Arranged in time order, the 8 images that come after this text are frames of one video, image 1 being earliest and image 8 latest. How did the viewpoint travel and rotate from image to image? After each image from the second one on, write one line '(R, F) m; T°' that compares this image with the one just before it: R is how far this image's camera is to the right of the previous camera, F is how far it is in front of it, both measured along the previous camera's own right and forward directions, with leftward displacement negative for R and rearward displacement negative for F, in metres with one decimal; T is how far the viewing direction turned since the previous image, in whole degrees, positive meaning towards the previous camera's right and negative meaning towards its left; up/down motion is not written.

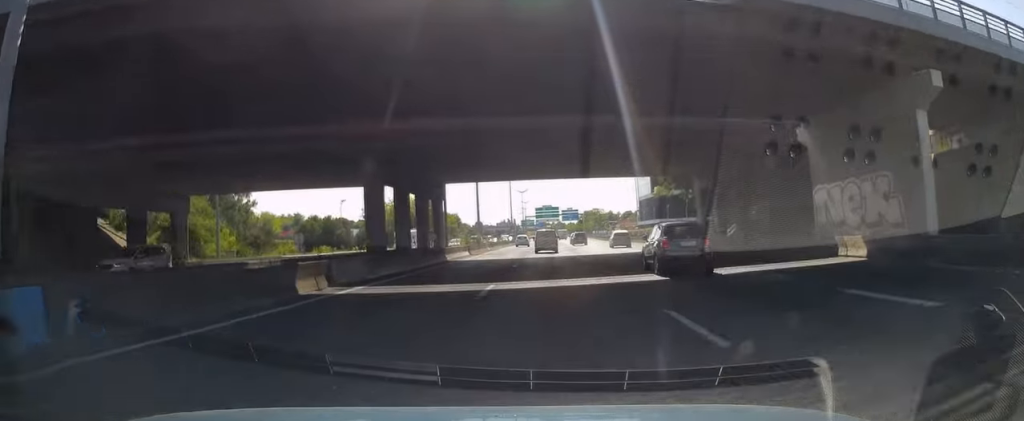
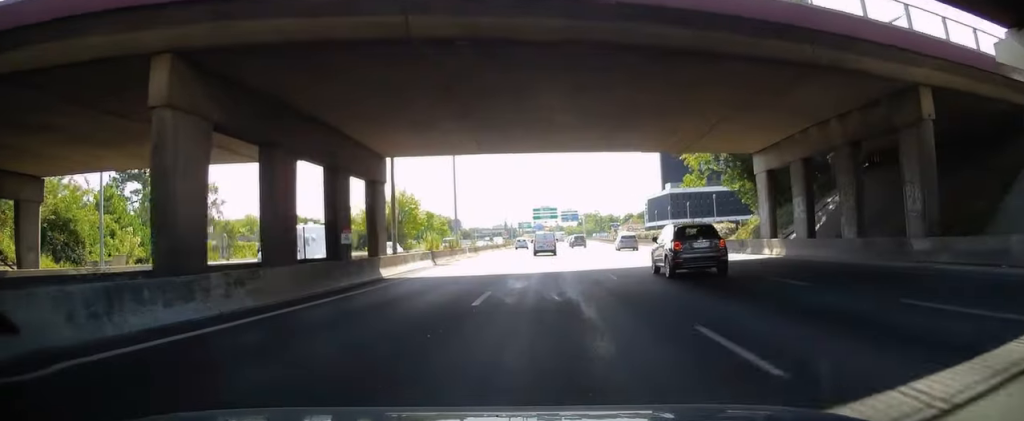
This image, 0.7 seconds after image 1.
(-0.1, +14.5) m; 0°
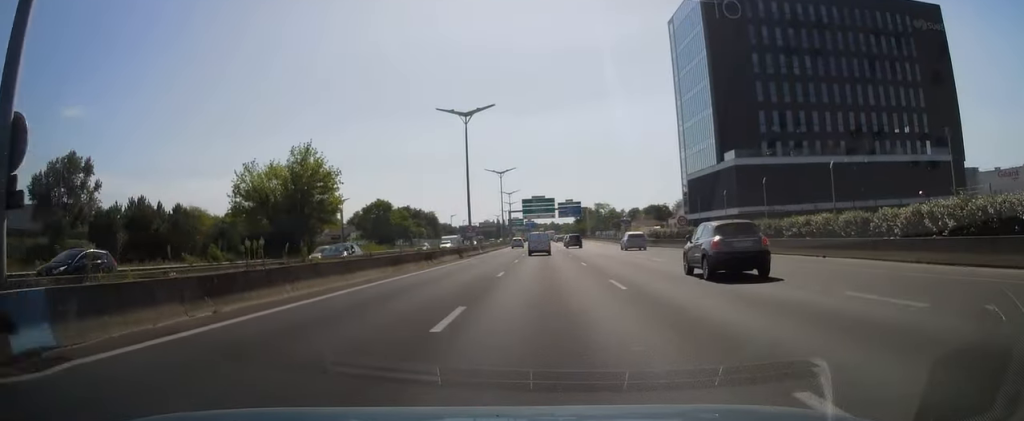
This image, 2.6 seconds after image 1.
(0.0, +42.1) m; 0°
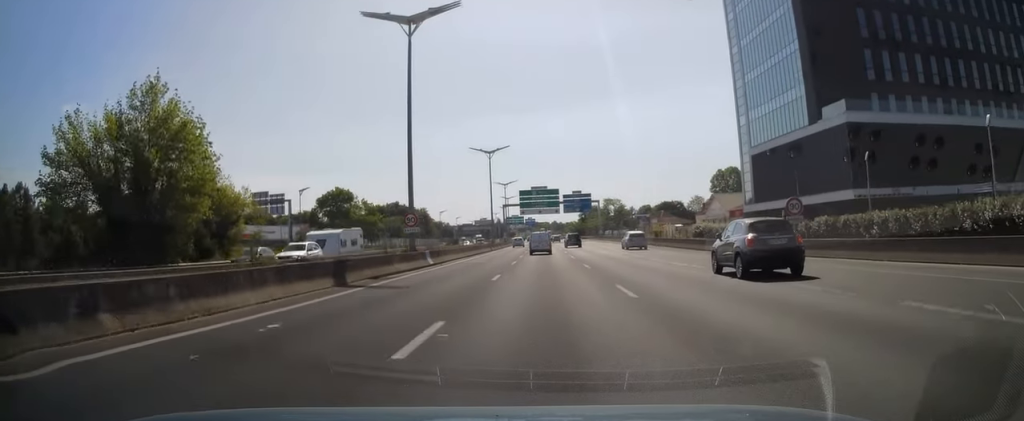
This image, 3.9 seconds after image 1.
(+0.4, +27.7) m; +1°
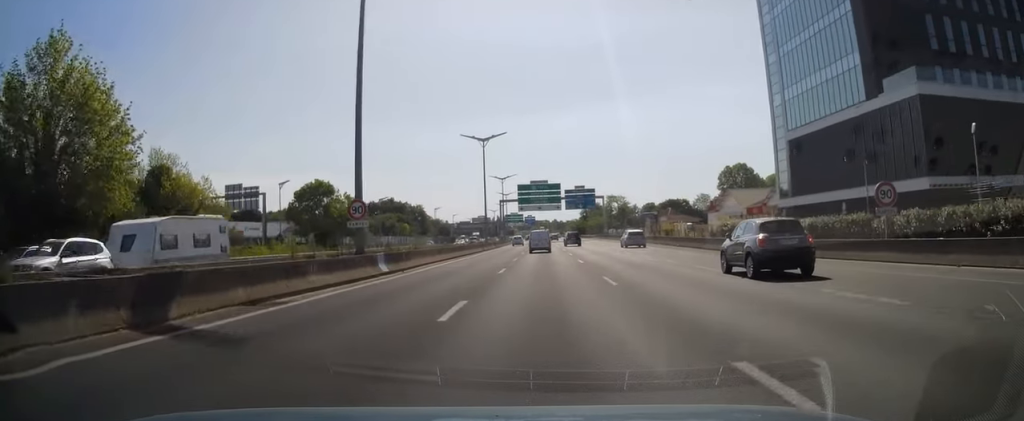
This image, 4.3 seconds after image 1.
(0.0, +9.9) m; 0°
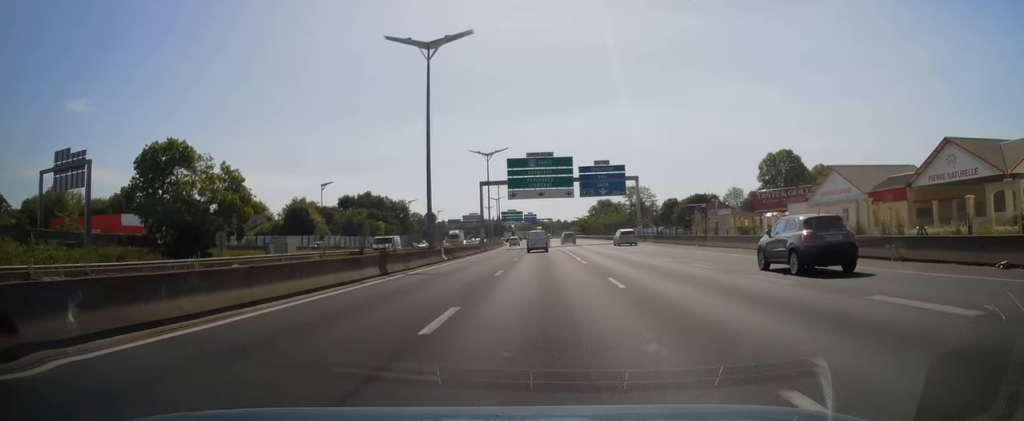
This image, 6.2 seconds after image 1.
(-0.1, +40.6) m; -1°
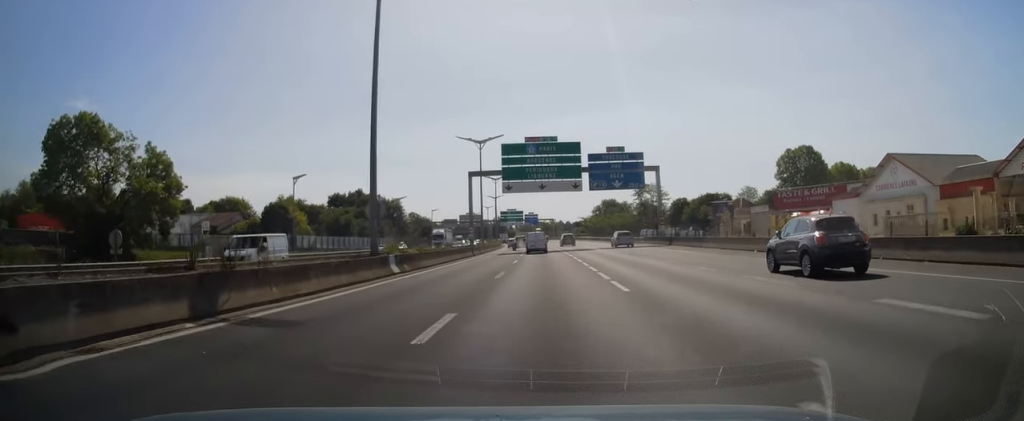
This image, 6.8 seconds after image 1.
(-0.1, +13.2) m; 0°
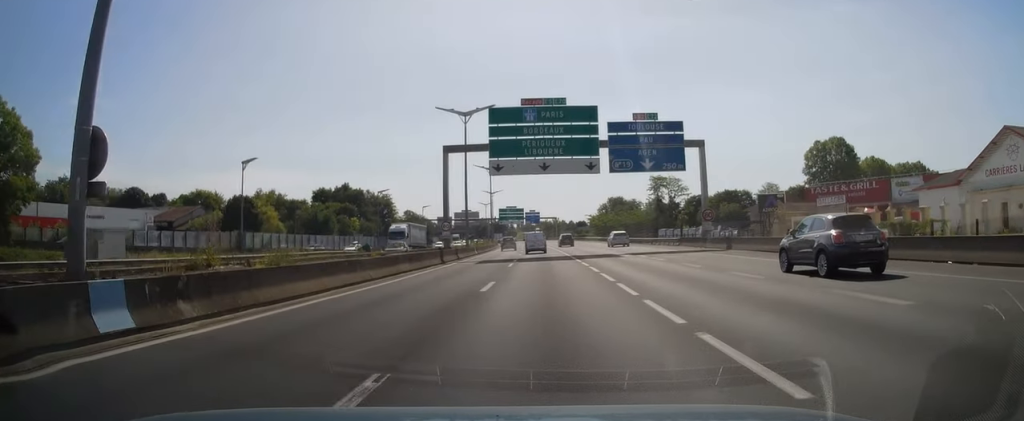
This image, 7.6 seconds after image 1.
(-0.2, +17.6) m; 0°
